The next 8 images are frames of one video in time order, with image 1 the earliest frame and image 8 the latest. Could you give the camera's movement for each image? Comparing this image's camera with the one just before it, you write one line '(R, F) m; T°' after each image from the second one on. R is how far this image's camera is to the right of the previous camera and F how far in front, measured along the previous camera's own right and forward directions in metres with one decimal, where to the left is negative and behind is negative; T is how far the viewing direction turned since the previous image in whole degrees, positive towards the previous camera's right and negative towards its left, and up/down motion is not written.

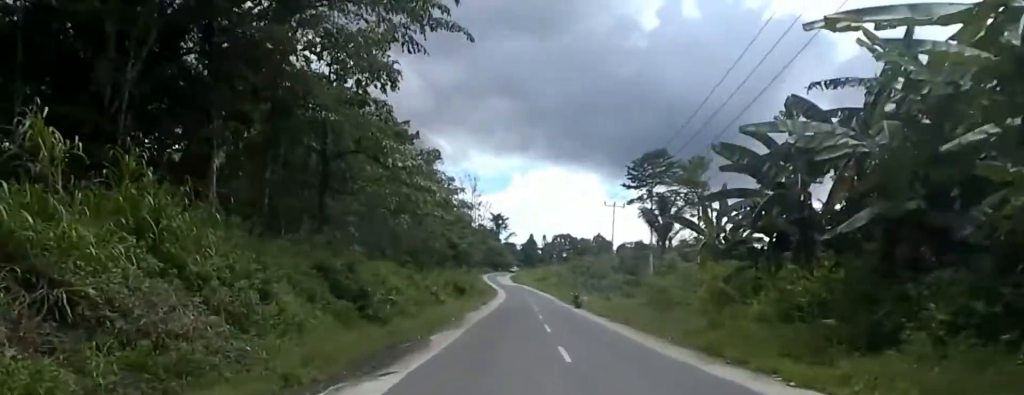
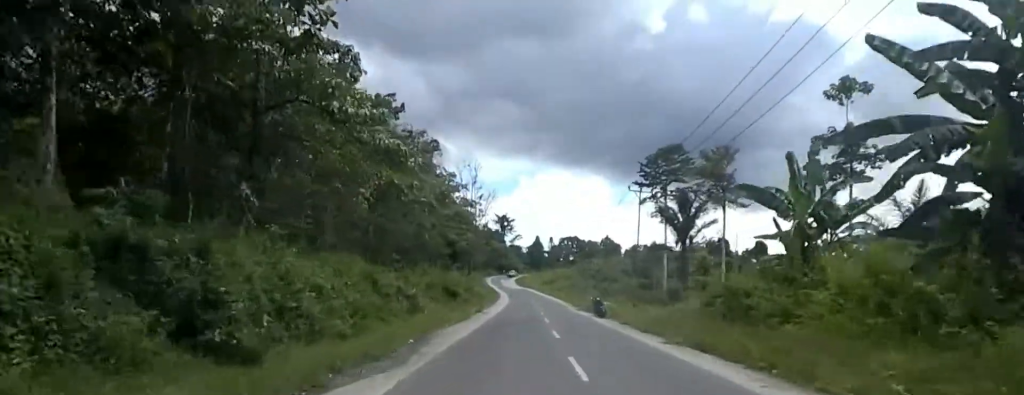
(-0.1, +9.4) m; -3°
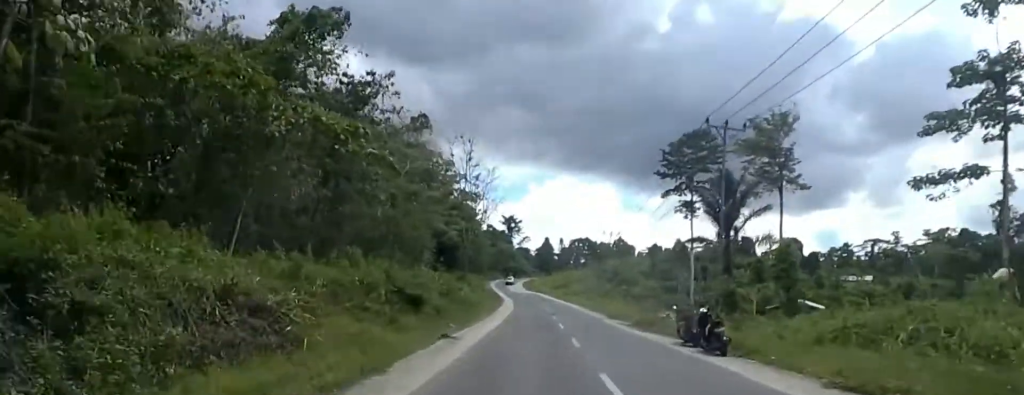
(0.0, +17.5) m; +4°
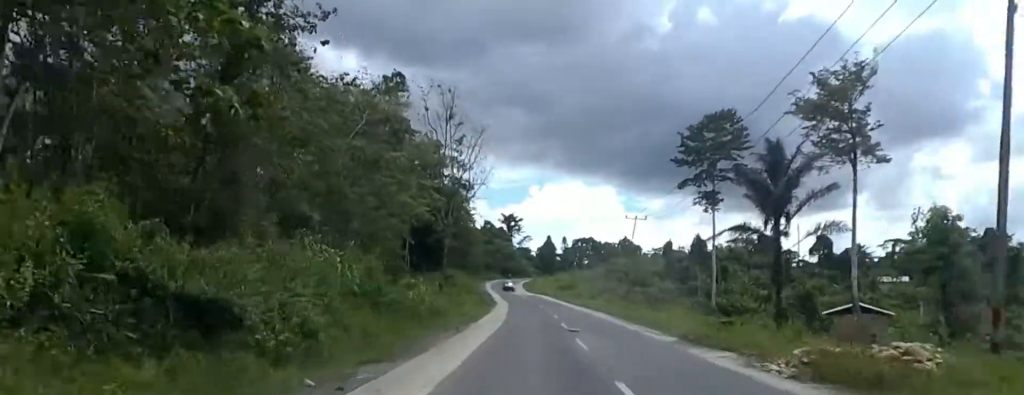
(+0.7, +16.8) m; 0°
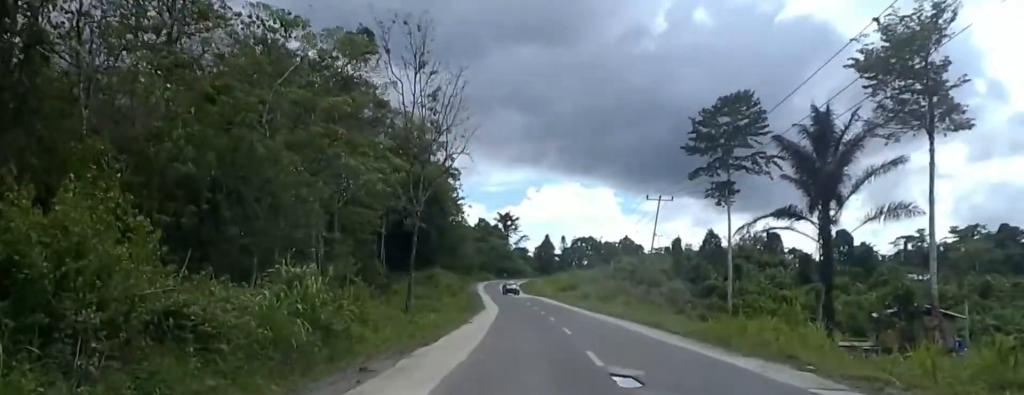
(-0.5, +11.7) m; -1°
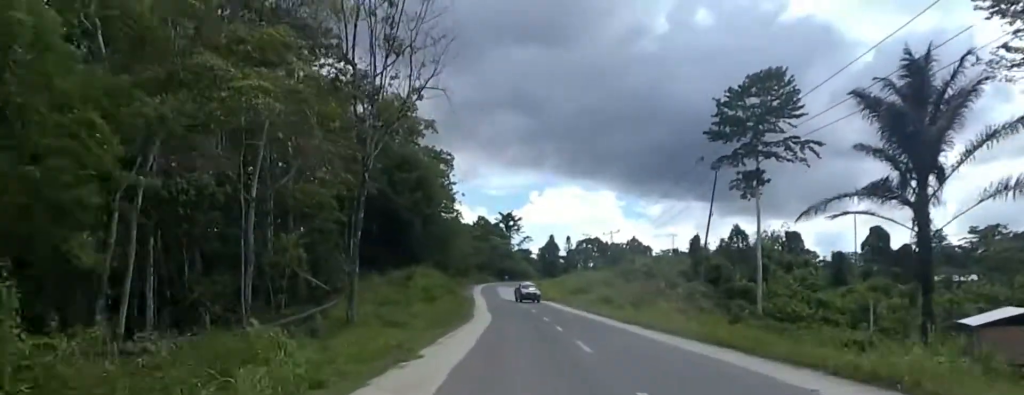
(+0.3, +13.0) m; 0°
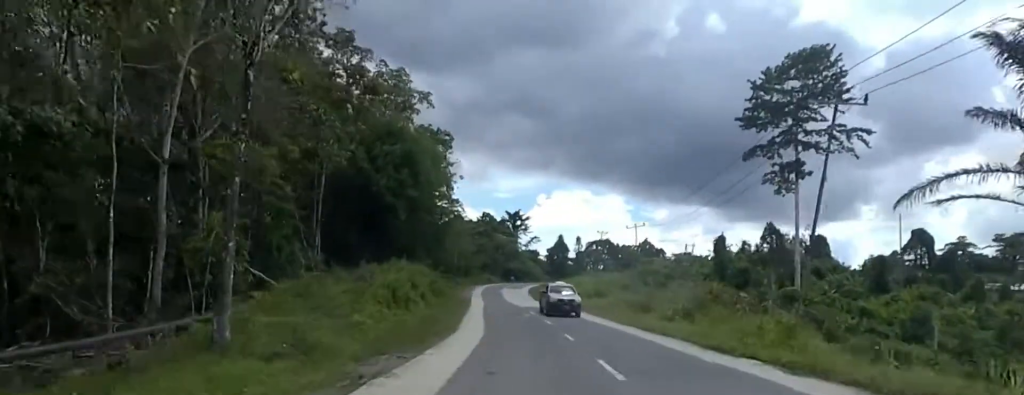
(-0.3, +11.2) m; -3°
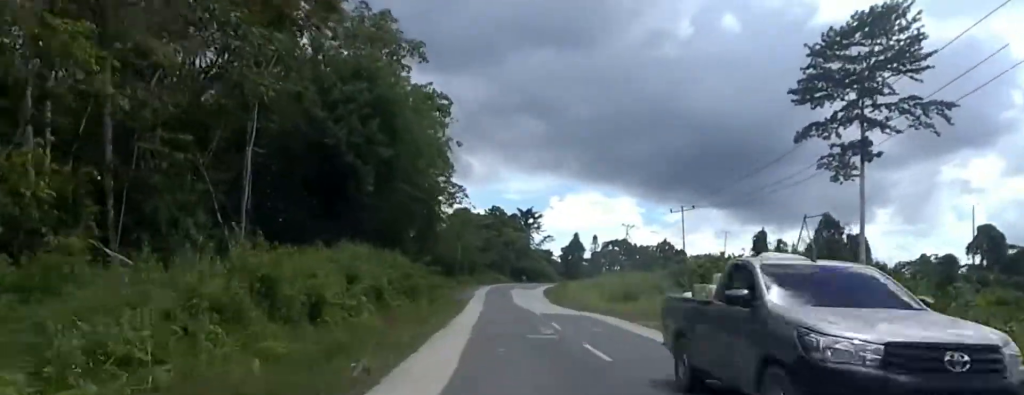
(-0.6, +13.9) m; -2°
